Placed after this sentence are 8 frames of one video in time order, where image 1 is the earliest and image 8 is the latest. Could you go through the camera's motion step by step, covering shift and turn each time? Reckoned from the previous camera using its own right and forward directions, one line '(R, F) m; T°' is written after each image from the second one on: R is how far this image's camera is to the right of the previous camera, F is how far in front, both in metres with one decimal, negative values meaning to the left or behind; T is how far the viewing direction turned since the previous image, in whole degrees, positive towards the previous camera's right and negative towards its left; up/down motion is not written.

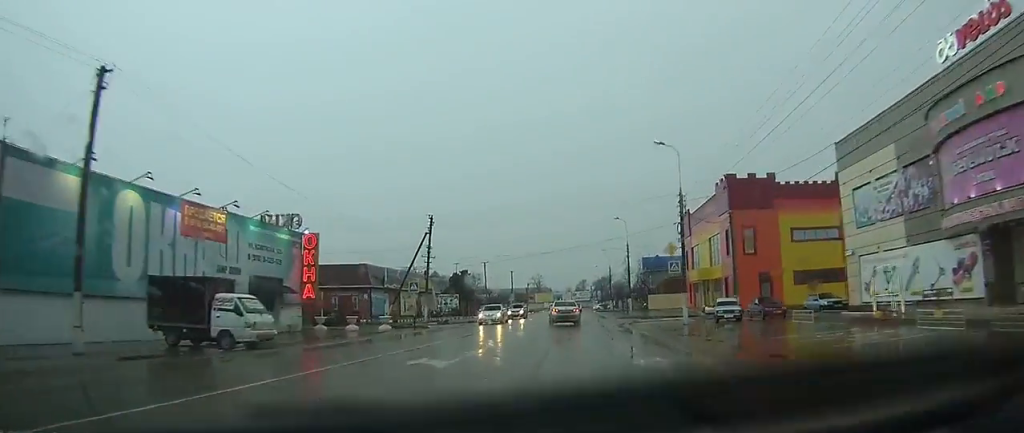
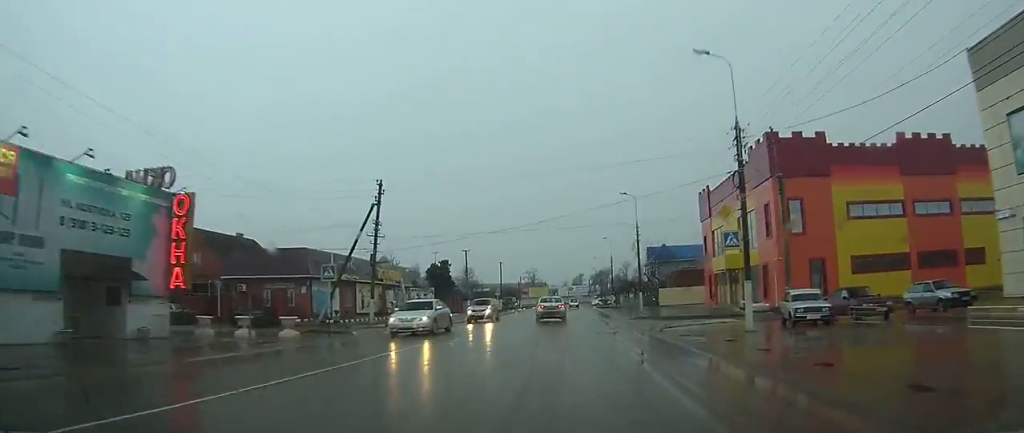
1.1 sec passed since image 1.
(-0.1, +13.0) m; -1°
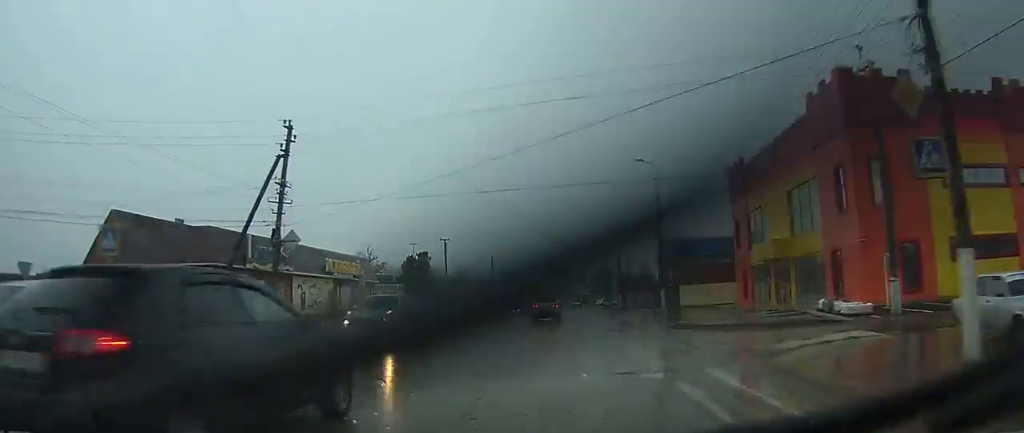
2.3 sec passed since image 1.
(0.0, +13.0) m; 0°
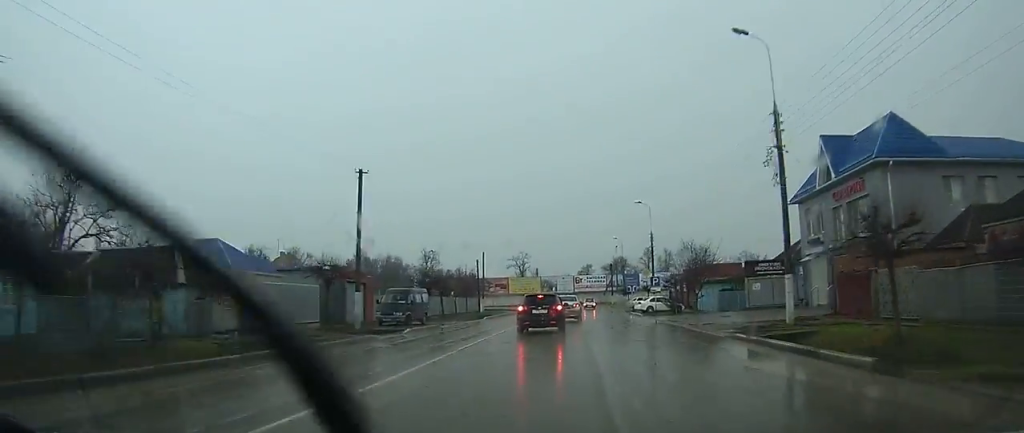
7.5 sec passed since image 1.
(+0.2, +58.6) m; +1°
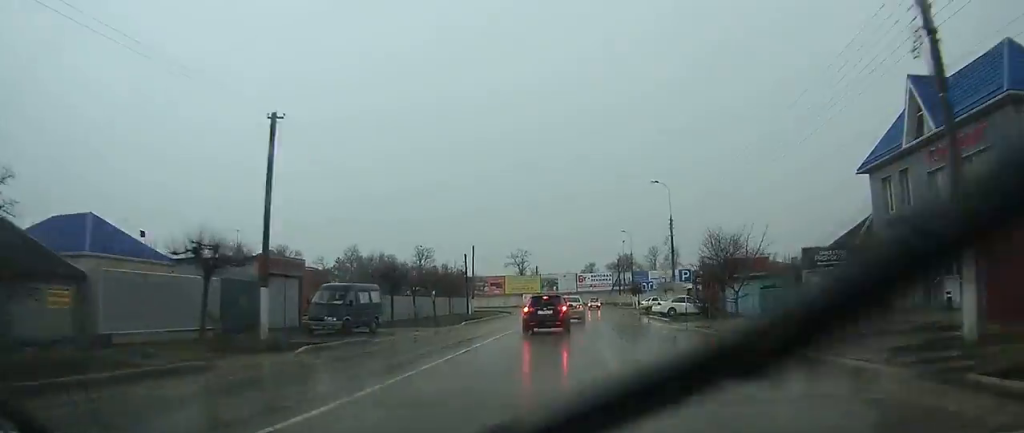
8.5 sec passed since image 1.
(0.0, +9.4) m; 0°
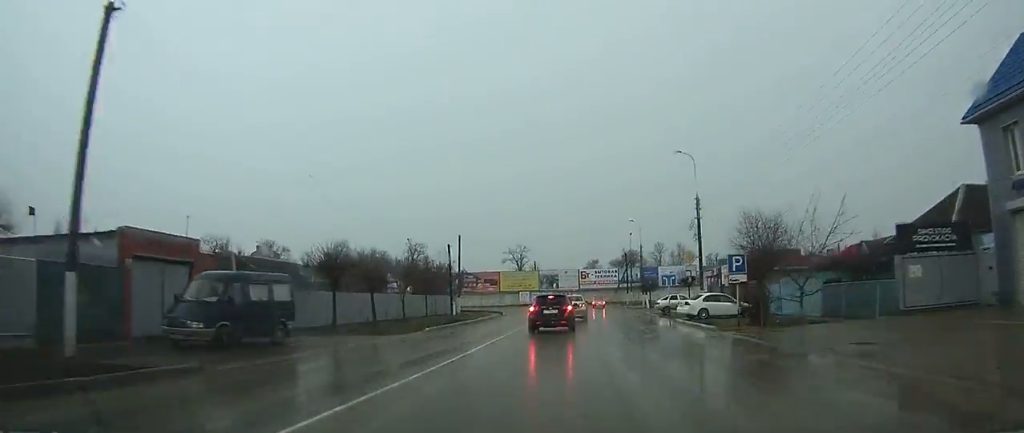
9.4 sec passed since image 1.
(+0.1, +9.0) m; 0°
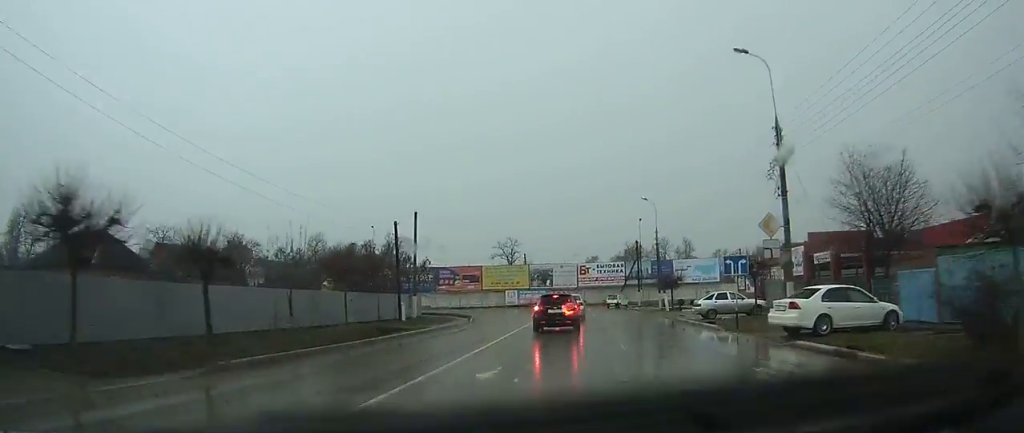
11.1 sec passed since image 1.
(0.0, +14.9) m; -1°
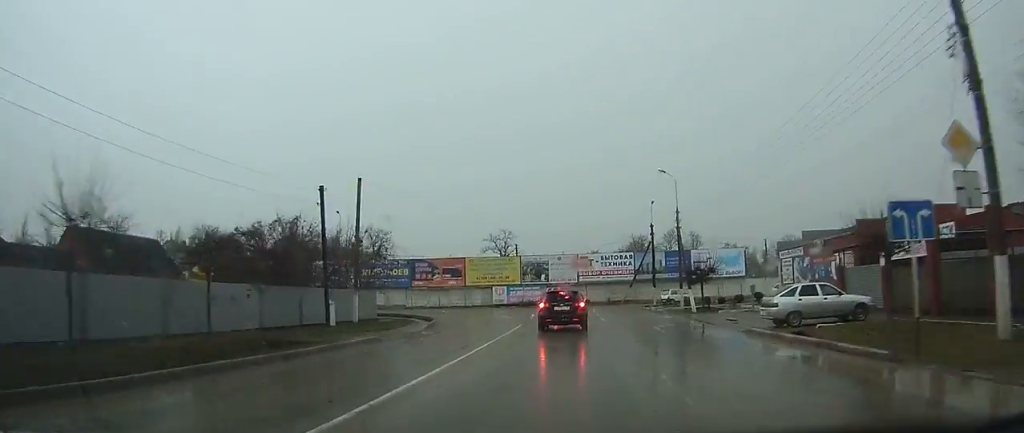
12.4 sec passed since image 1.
(0.0, +11.0) m; 0°
